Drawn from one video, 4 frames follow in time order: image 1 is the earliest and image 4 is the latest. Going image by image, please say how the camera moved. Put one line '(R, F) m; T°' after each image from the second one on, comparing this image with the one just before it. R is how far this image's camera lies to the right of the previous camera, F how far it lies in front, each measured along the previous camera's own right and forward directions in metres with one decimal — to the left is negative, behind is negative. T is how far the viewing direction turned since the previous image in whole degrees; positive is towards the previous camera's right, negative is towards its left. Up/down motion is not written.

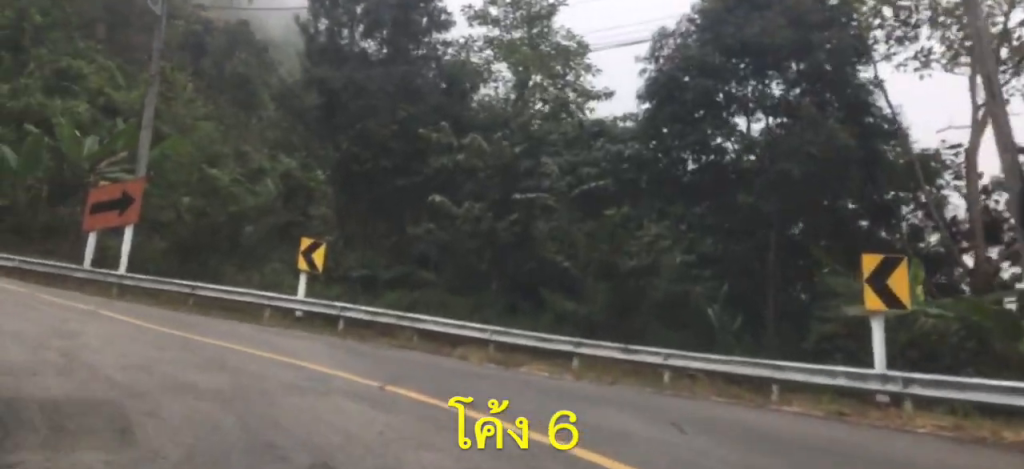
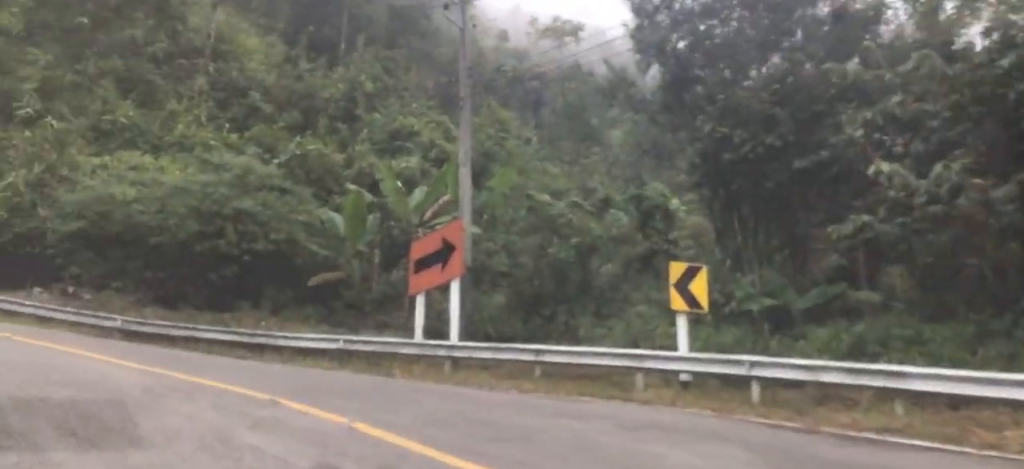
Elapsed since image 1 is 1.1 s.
(0.0, +6.3) m; -7°
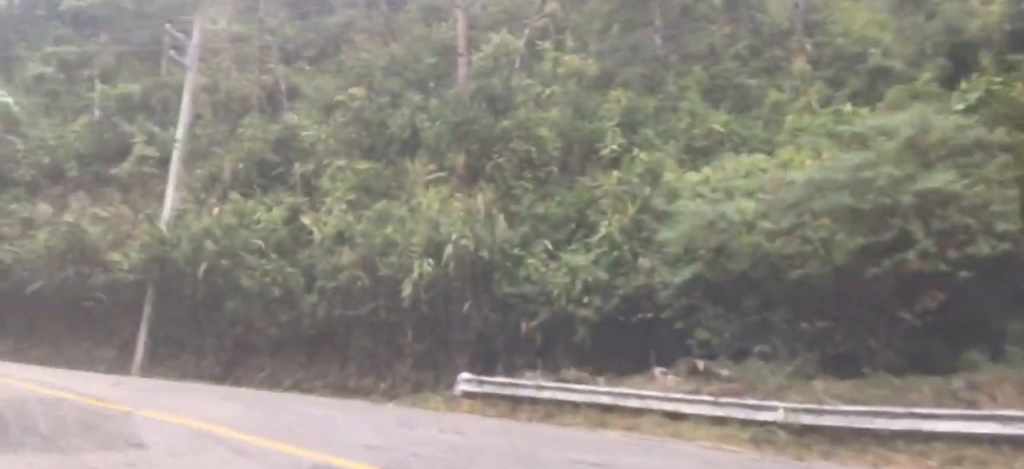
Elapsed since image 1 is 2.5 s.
(-1.7, +8.2) m; -35°
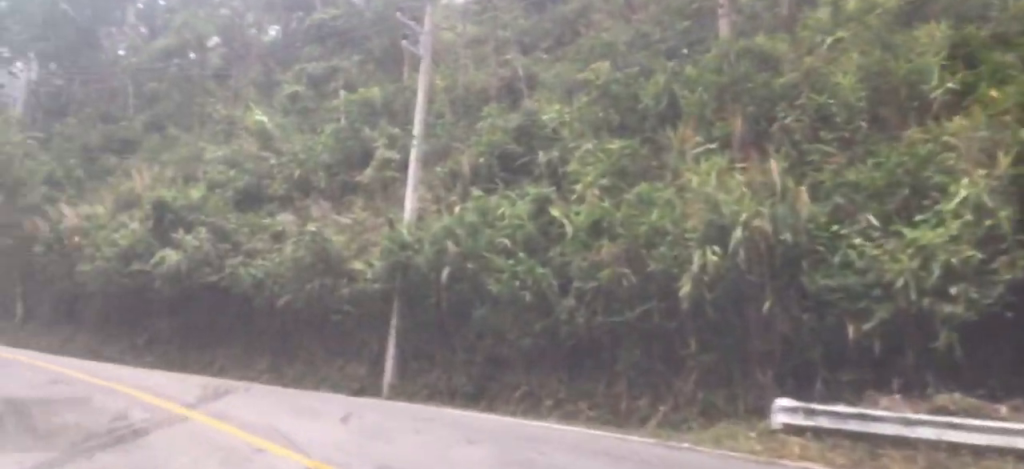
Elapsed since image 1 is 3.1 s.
(-0.7, +3.1) m; -27°
